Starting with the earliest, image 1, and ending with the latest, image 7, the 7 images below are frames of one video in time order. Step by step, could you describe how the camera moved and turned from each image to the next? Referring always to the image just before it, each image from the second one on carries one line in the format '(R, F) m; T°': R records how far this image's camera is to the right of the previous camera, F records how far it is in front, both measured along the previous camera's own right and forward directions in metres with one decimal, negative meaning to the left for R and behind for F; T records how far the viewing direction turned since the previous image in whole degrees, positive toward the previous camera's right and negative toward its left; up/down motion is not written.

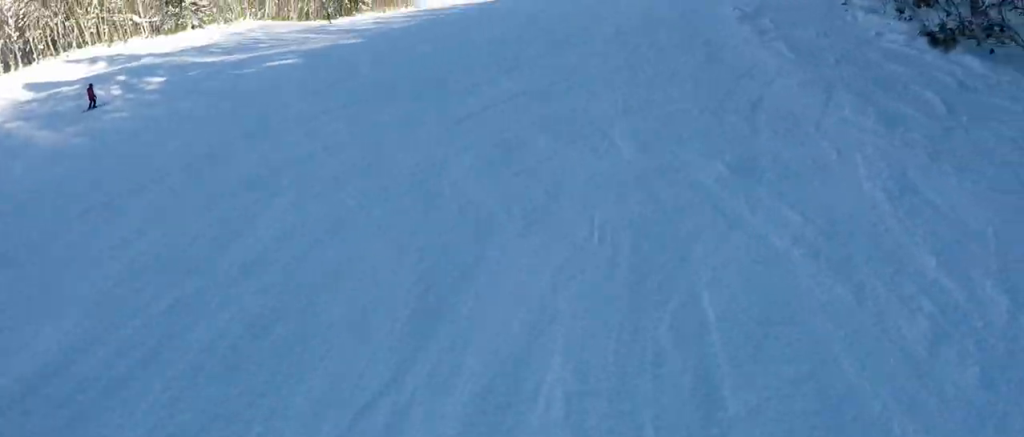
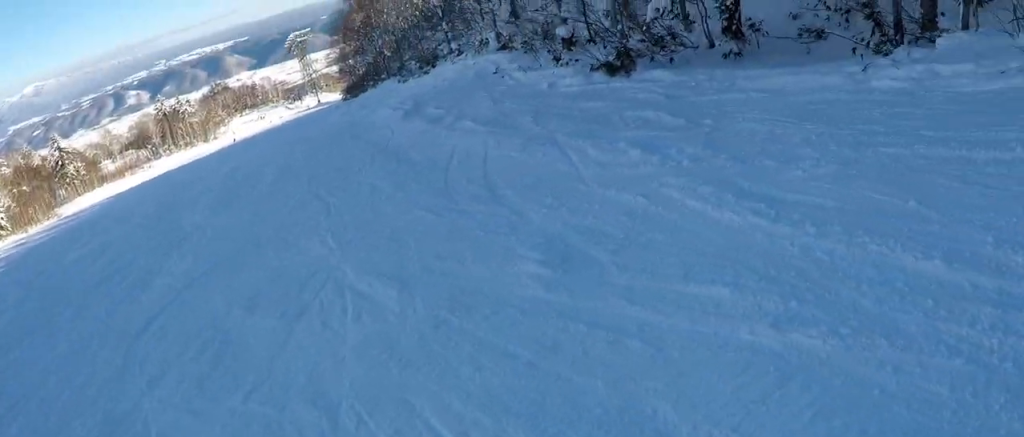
(+0.8, +2.3) m; +21°
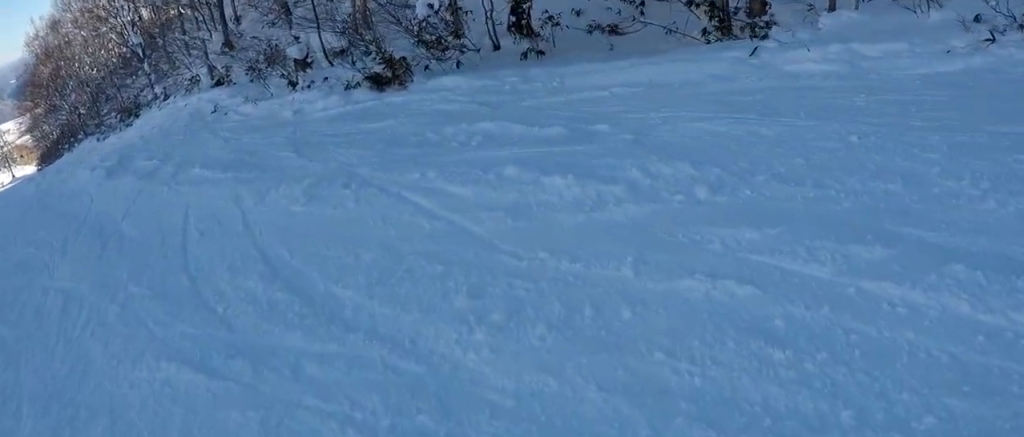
(+1.0, +3.7) m; +12°
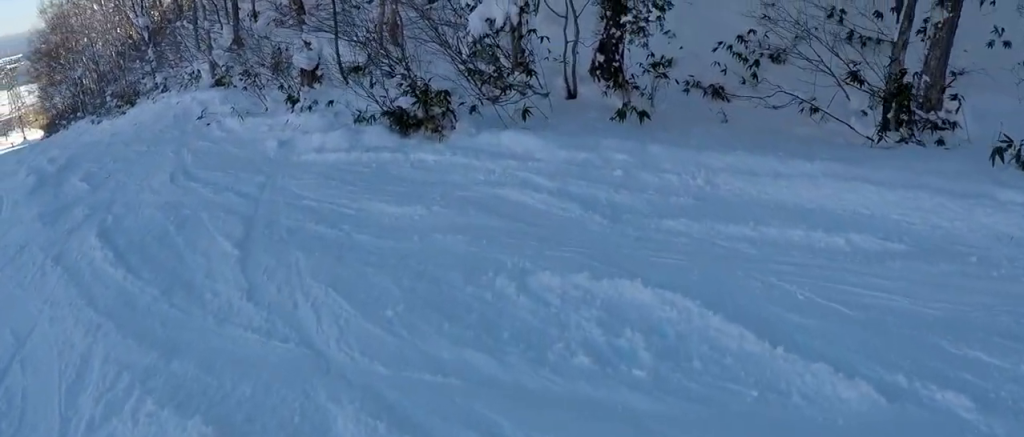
(-0.2, +4.6) m; -8°
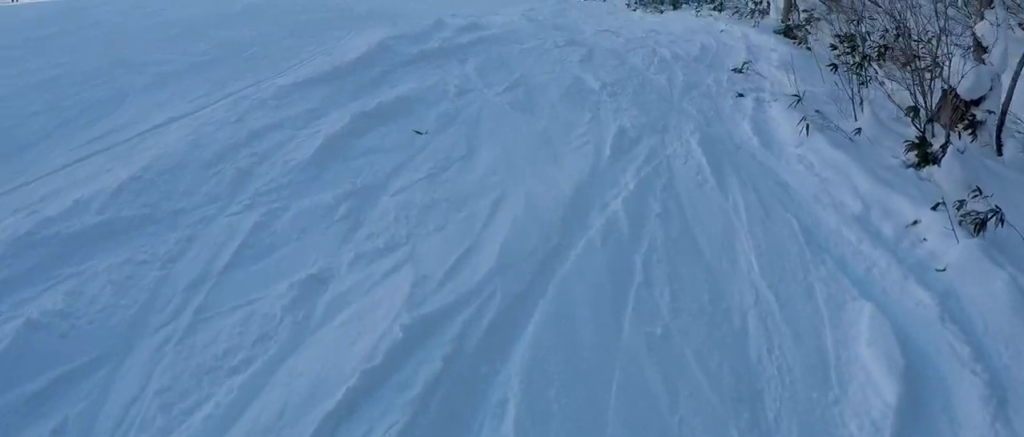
(-1.6, +9.0) m; -25°
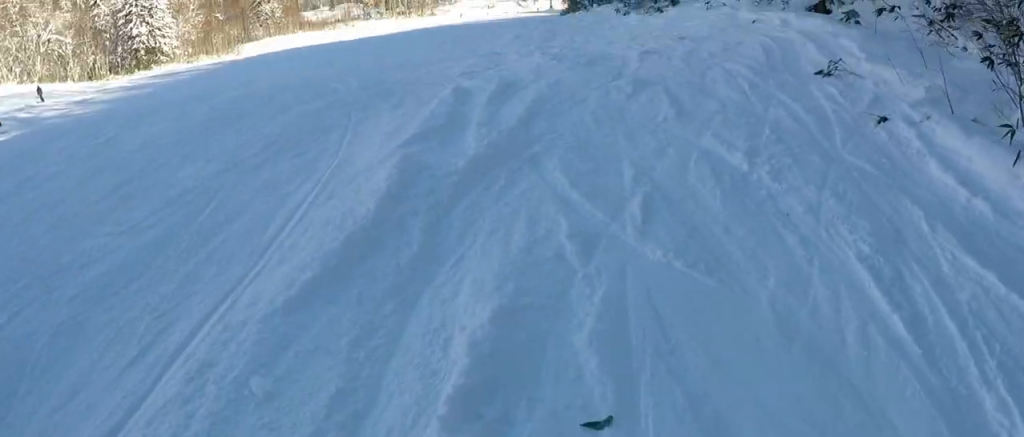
(-0.4, +3.1) m; -5°
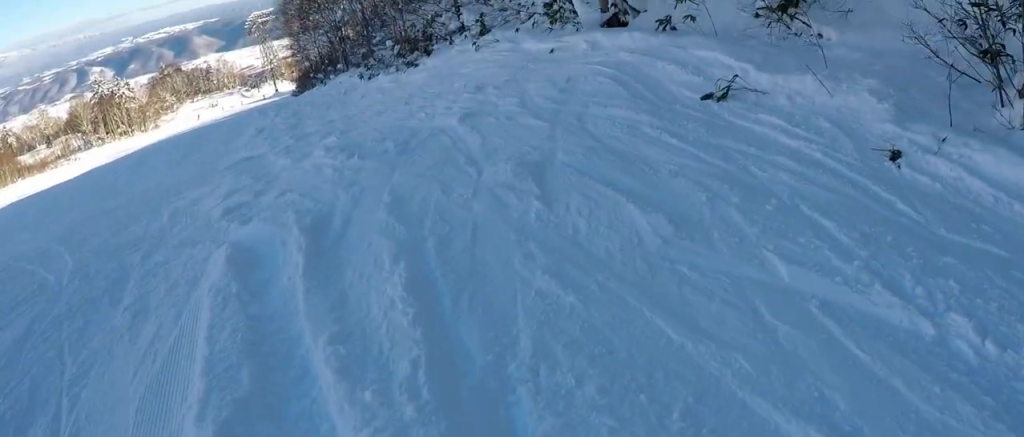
(0.0, +3.6) m; +13°
